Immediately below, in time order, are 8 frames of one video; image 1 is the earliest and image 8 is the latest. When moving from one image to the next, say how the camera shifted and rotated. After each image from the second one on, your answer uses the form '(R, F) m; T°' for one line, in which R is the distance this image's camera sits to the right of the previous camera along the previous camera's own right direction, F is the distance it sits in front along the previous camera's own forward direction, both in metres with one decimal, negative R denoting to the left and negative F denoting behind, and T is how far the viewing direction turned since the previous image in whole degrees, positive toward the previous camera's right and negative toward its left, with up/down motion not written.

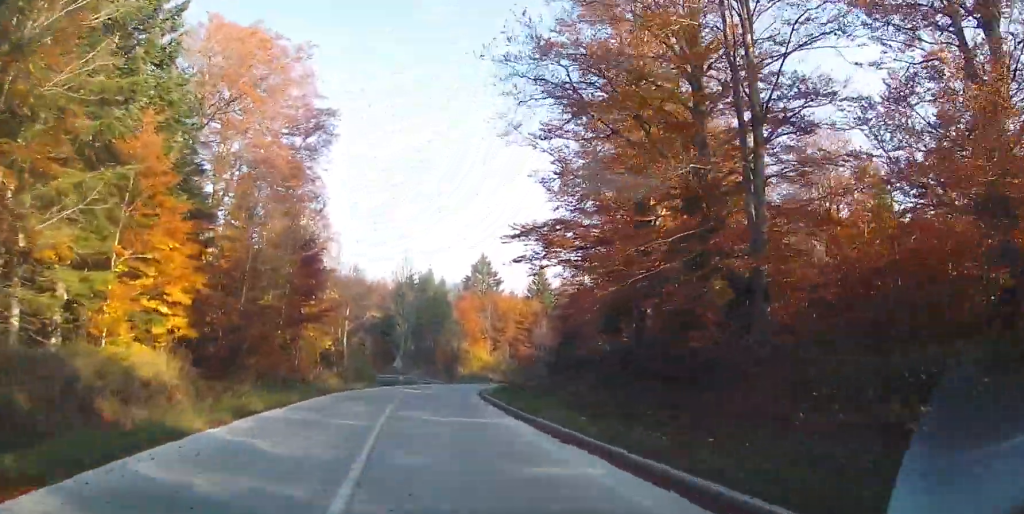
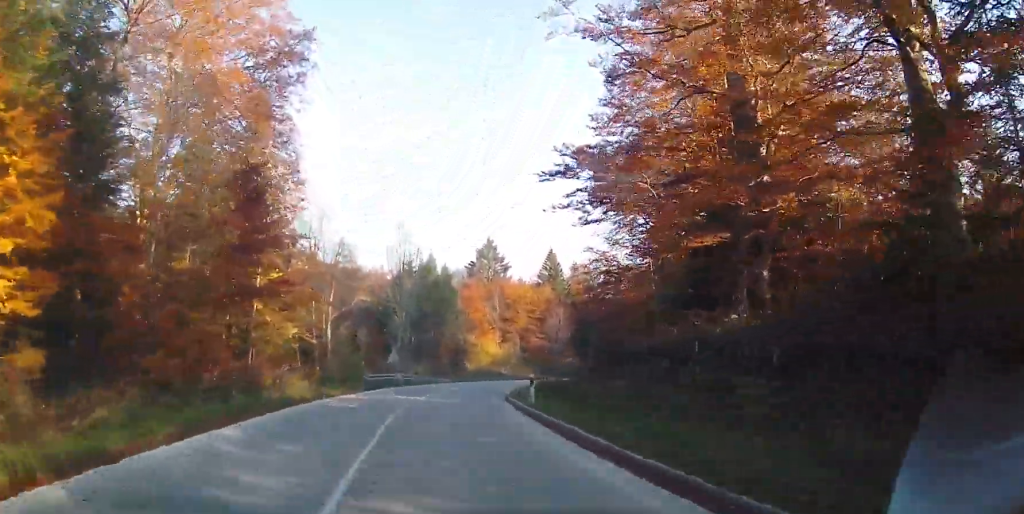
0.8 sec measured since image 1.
(-0.1, +10.2) m; -1°
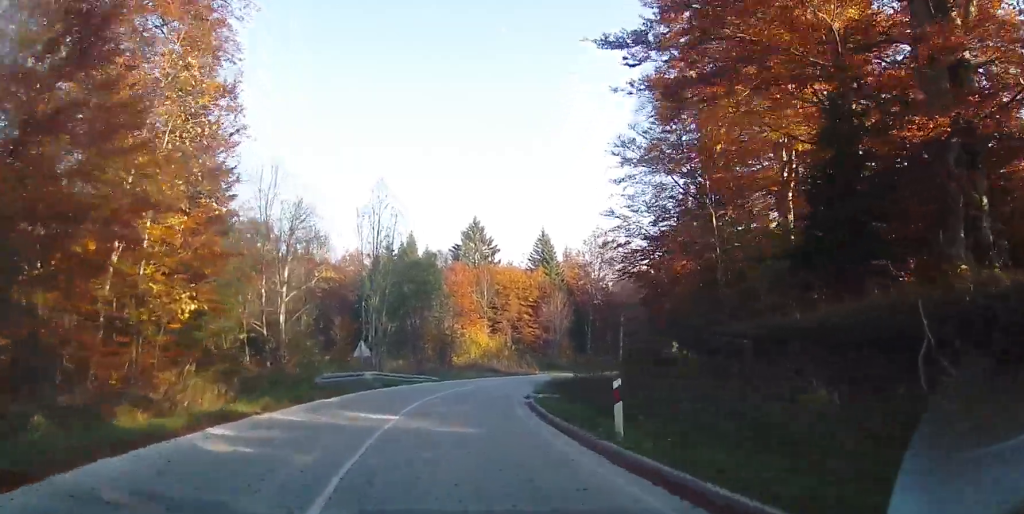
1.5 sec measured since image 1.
(0.0, +9.8) m; +2°
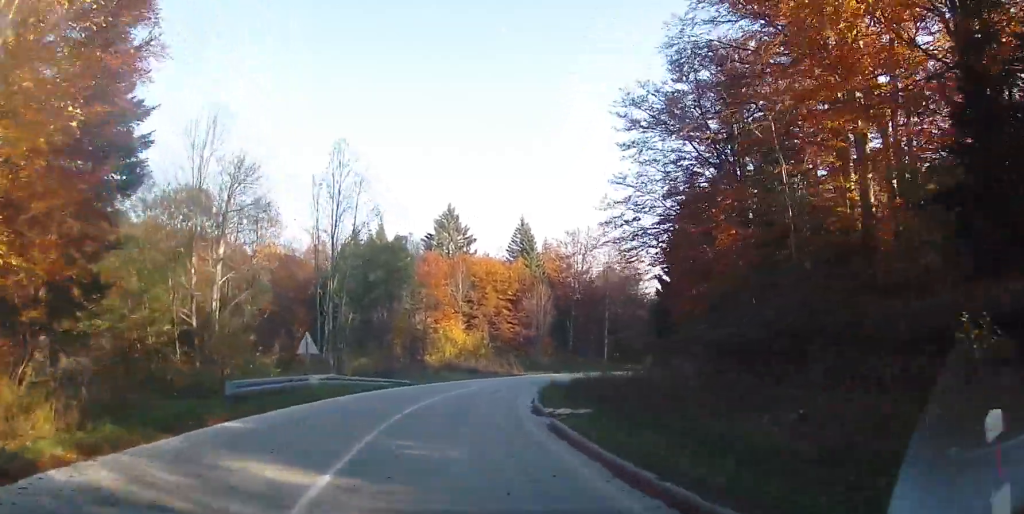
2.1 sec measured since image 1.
(+0.1, +7.3) m; +3°
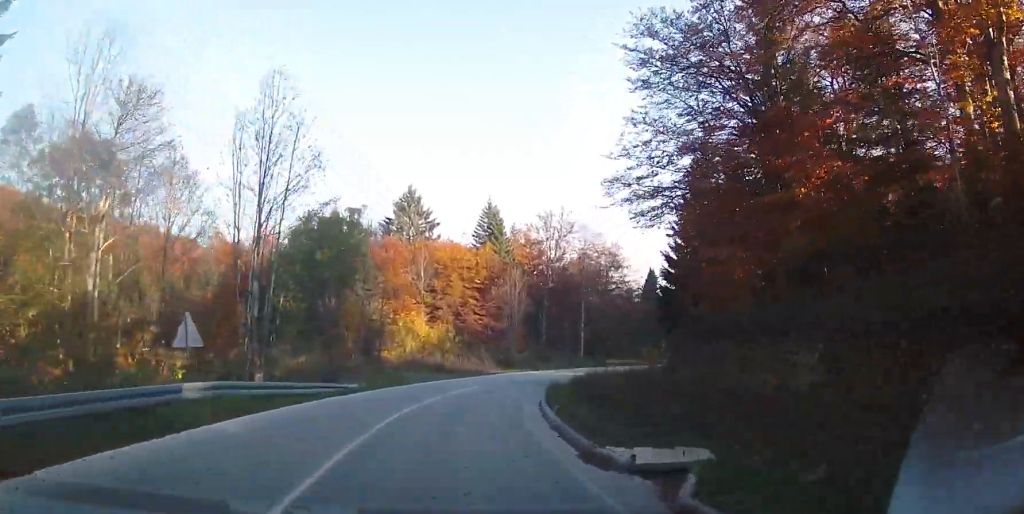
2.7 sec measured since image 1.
(-0.1, +8.3) m; +5°
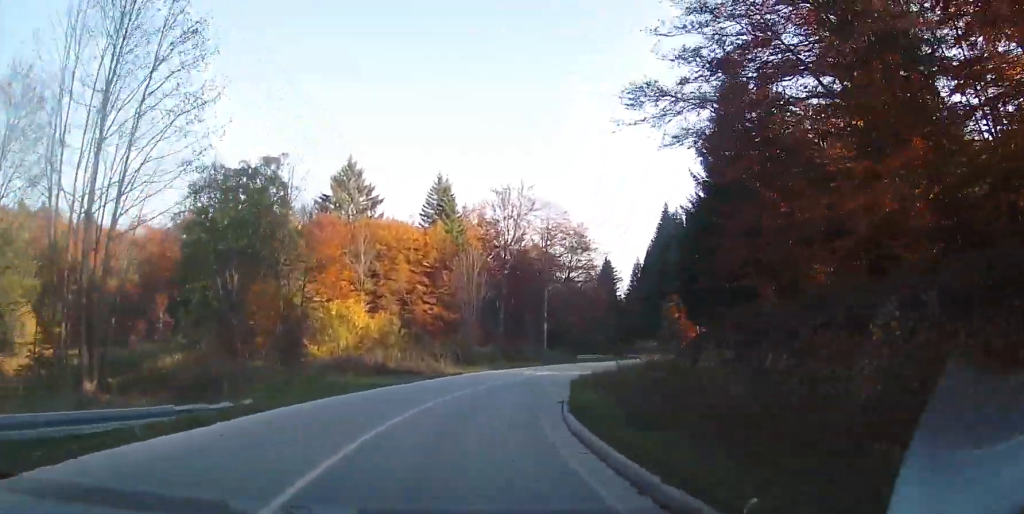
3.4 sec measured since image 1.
(+0.9, +10.0) m; +4°
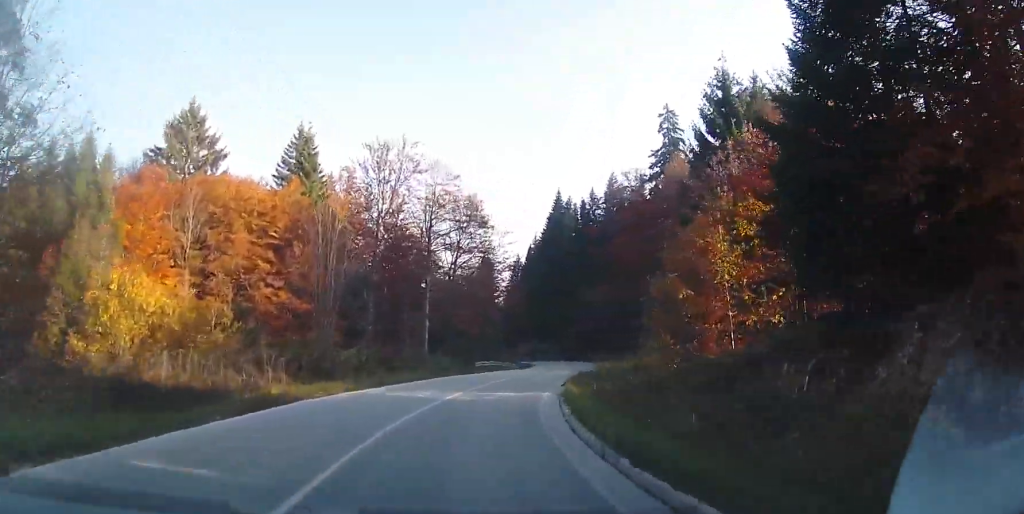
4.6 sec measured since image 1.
(+0.5, +15.5) m; +9°
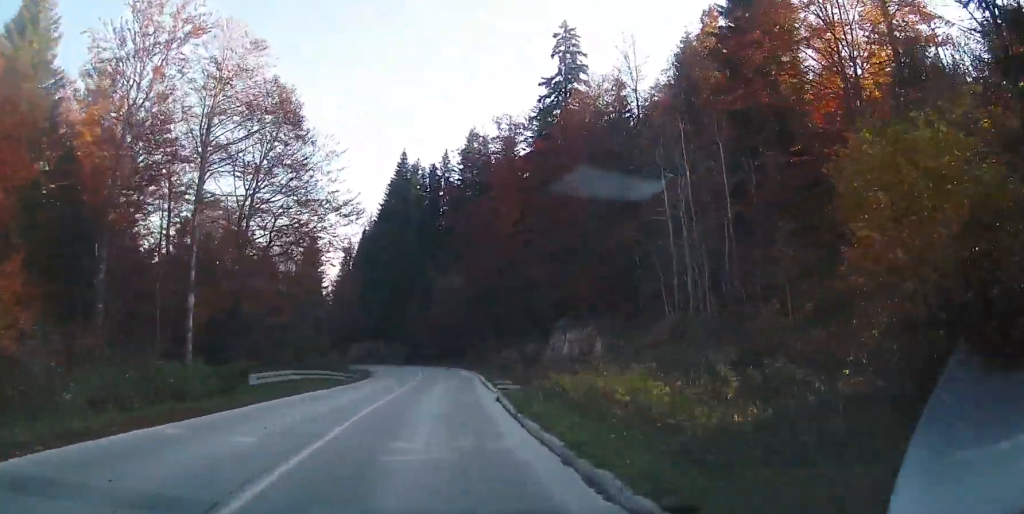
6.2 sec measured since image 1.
(+4.3, +21.2) m; +19°
